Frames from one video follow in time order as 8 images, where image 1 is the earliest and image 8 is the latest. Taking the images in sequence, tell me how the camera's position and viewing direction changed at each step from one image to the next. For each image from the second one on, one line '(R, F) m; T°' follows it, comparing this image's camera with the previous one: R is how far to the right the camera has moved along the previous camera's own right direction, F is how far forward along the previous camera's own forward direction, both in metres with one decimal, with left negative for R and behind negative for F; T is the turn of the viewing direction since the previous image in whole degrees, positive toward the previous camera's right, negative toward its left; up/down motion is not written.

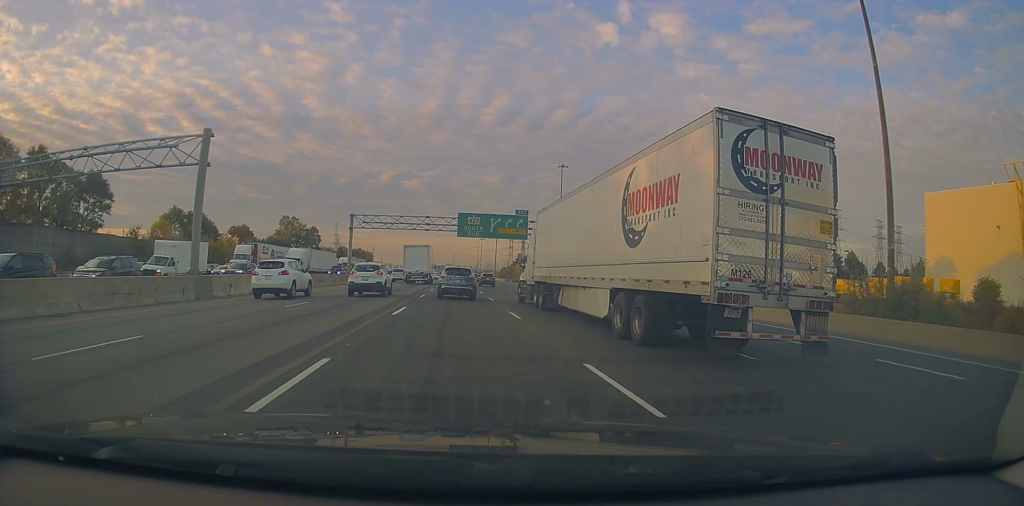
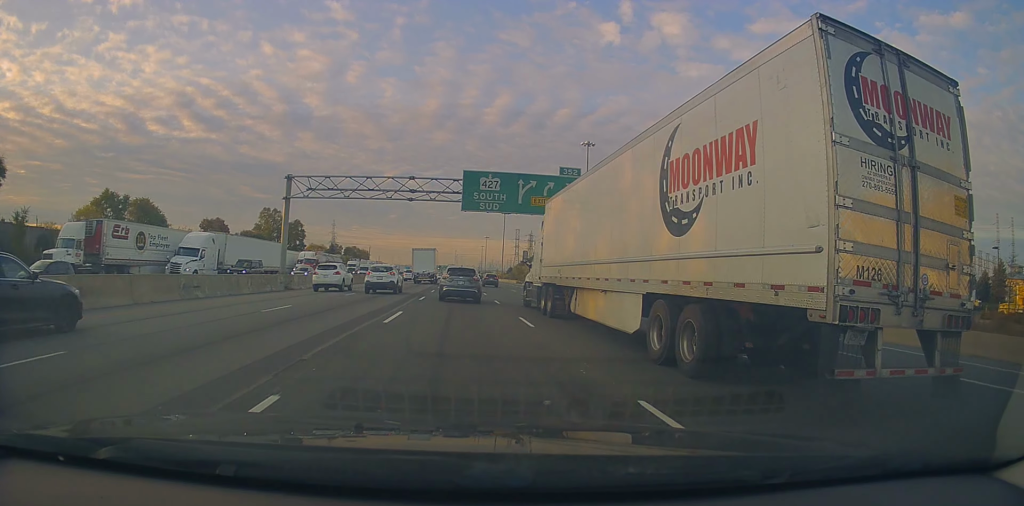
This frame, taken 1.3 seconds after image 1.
(-0.2, +26.1) m; 0°
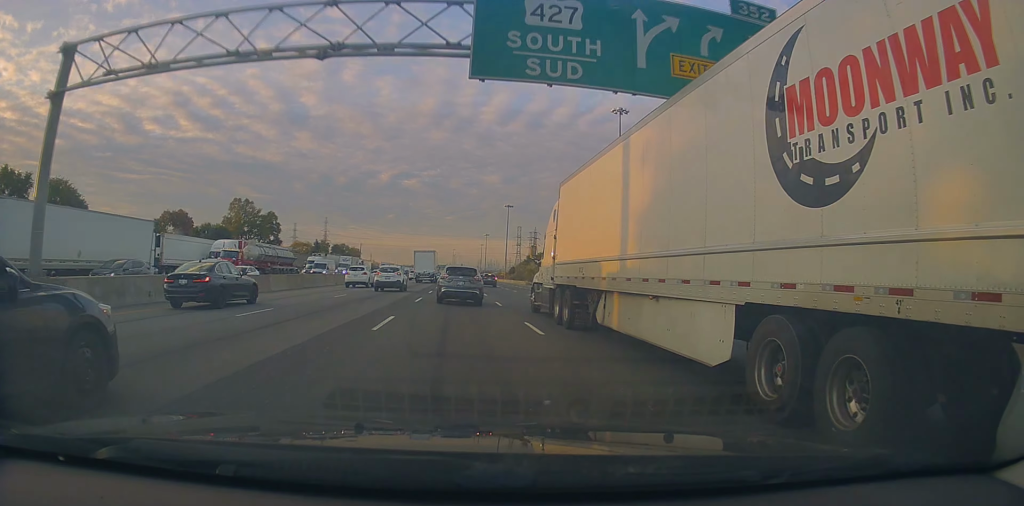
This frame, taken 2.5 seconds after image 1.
(+0.1, +25.7) m; 0°
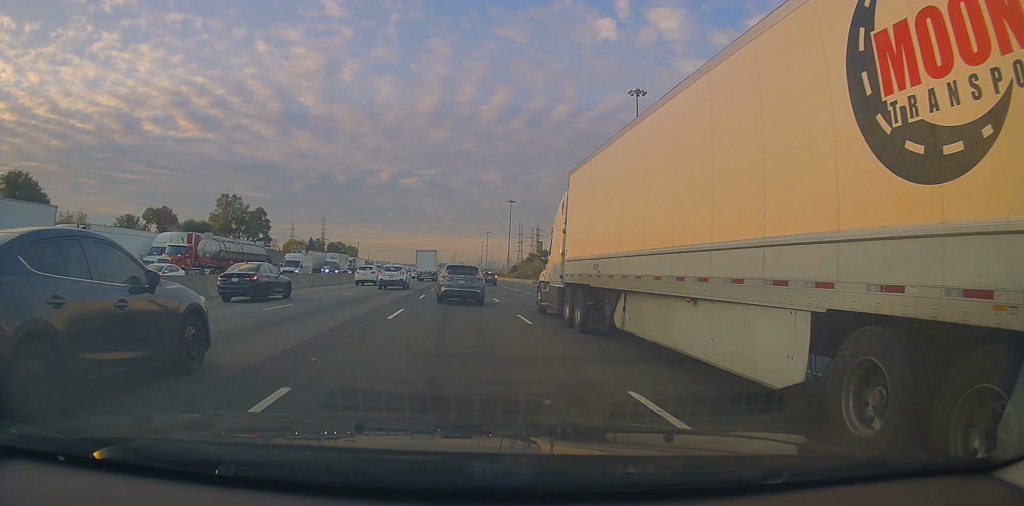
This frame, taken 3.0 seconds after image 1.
(-0.1, +9.7) m; 0°
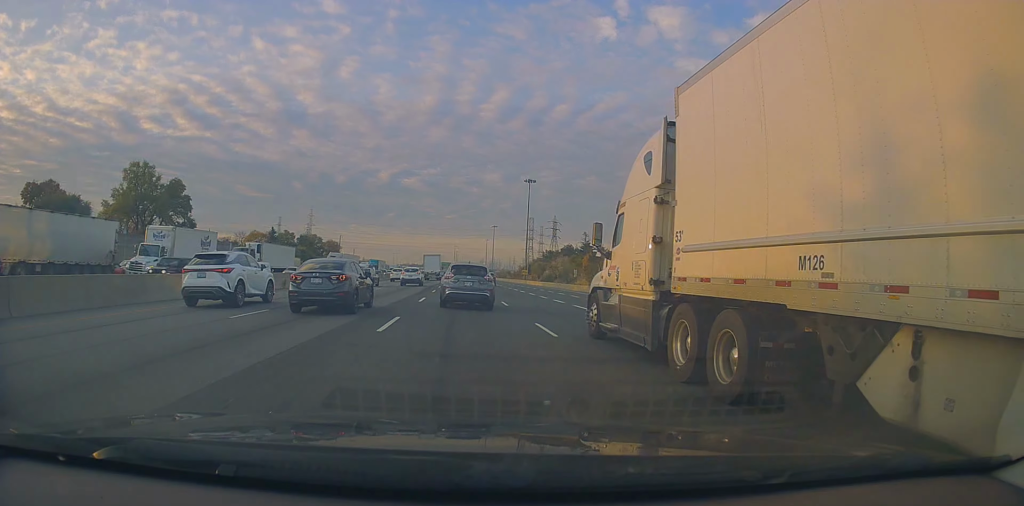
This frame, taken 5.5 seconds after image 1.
(+0.9, +50.4) m; +1°
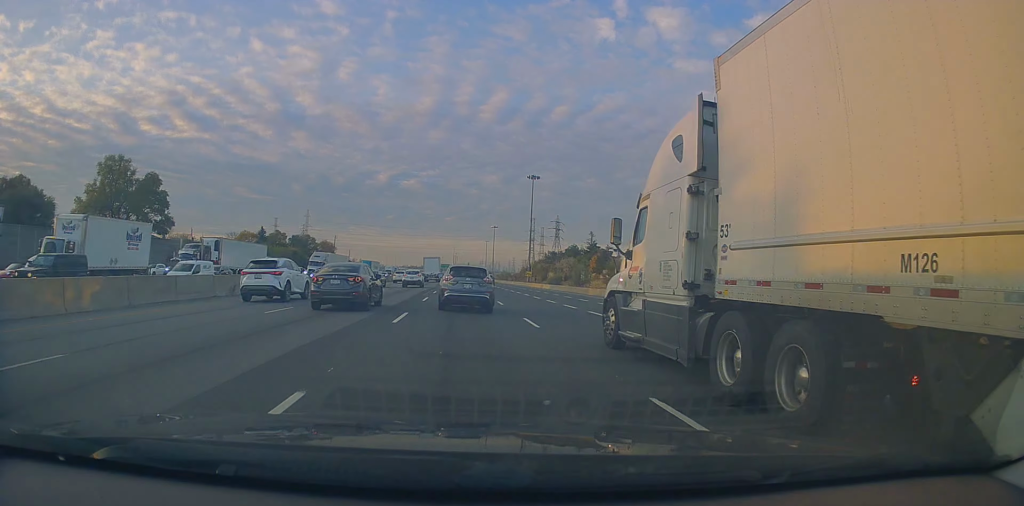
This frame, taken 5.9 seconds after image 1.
(-0.1, +9.3) m; 0°
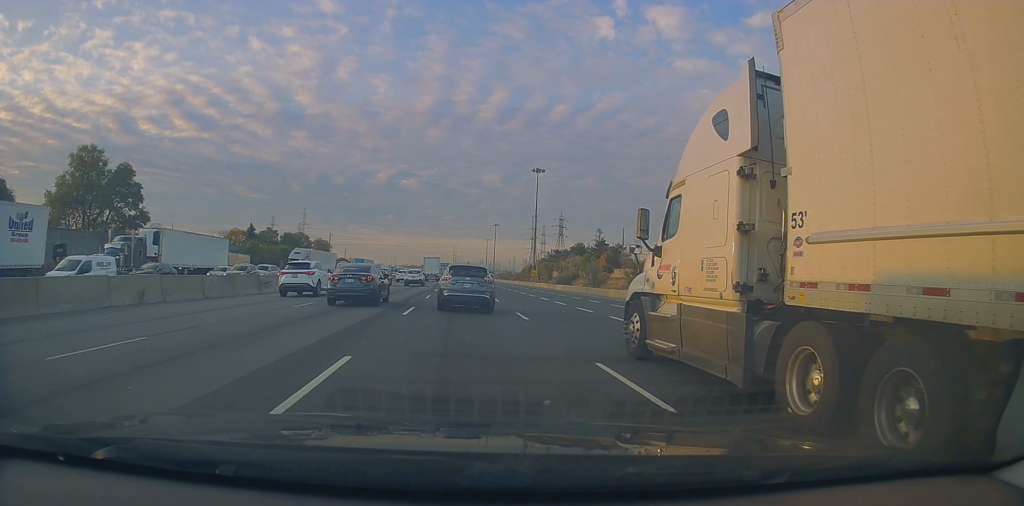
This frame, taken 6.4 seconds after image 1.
(+0.1, +9.4) m; -1°
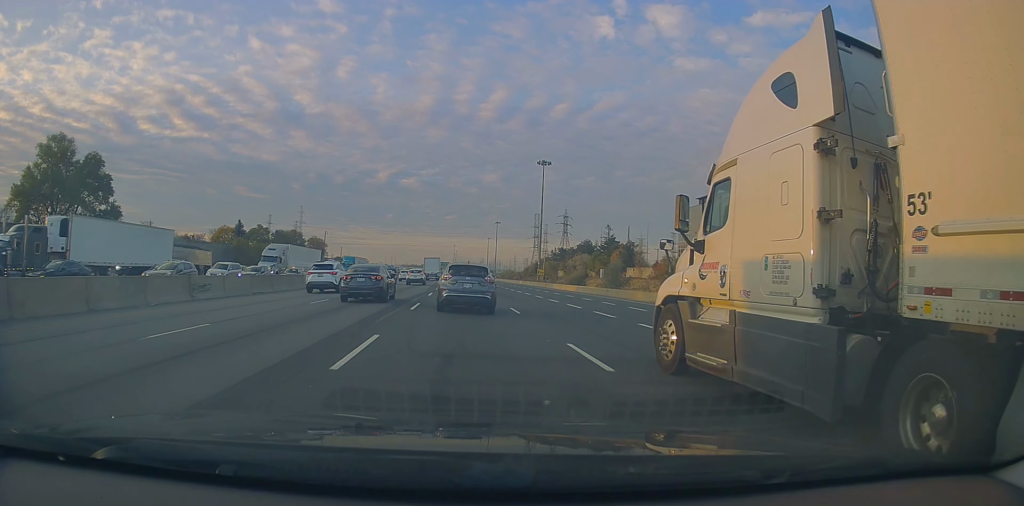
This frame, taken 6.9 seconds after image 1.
(+0.2, +9.4) m; -1°
